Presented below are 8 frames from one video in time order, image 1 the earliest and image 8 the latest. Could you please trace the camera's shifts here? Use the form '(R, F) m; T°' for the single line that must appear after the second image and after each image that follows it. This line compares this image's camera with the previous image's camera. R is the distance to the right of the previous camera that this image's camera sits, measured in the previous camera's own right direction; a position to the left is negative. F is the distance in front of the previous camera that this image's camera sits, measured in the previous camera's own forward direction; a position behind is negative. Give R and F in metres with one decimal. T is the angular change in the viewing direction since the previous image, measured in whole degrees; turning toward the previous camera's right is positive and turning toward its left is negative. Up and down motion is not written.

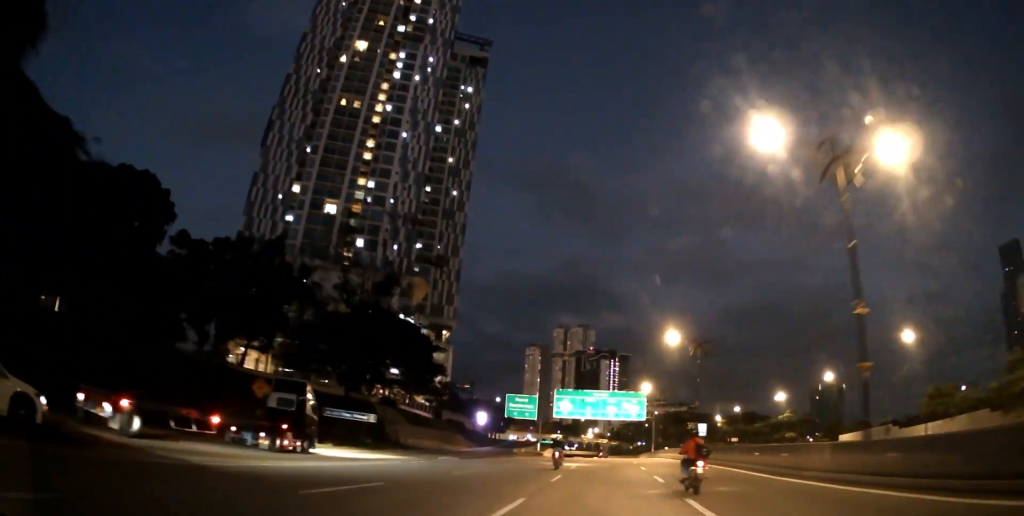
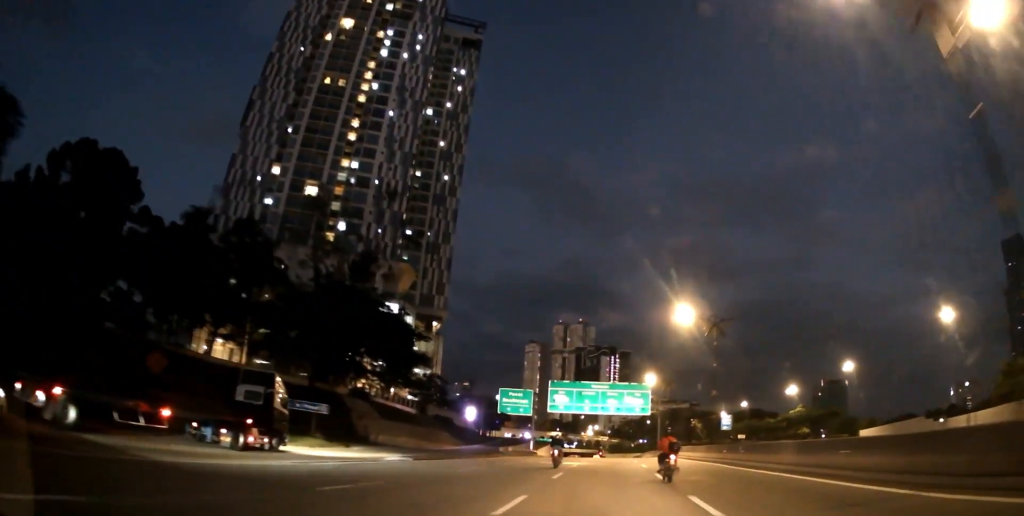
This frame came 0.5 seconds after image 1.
(0.0, +9.2) m; 0°
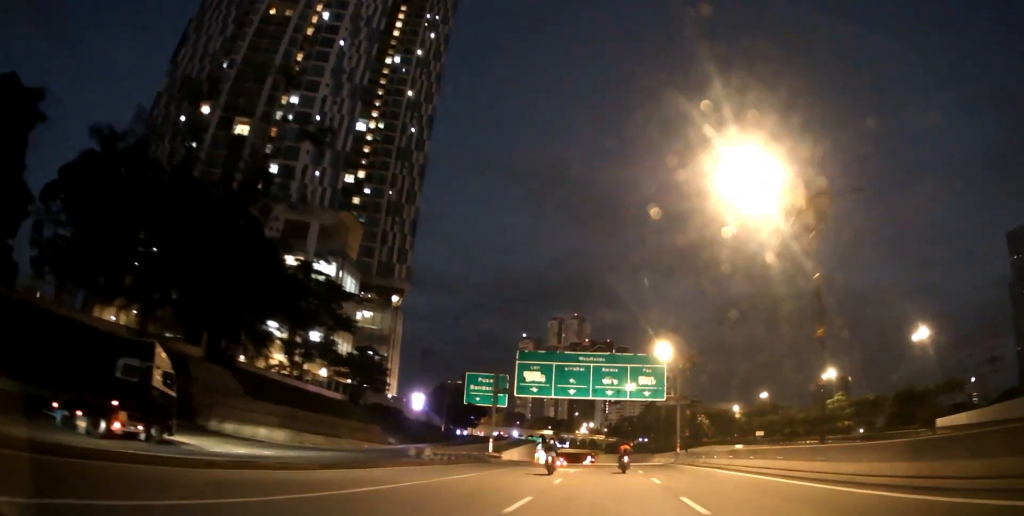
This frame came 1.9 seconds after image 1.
(+0.1, +26.5) m; 0°
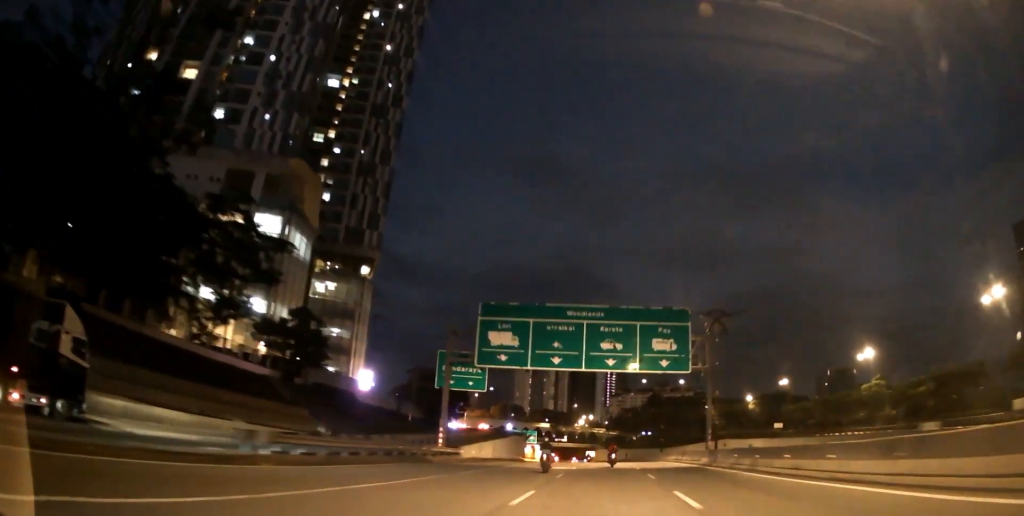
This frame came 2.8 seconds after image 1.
(0.0, +16.5) m; 0°
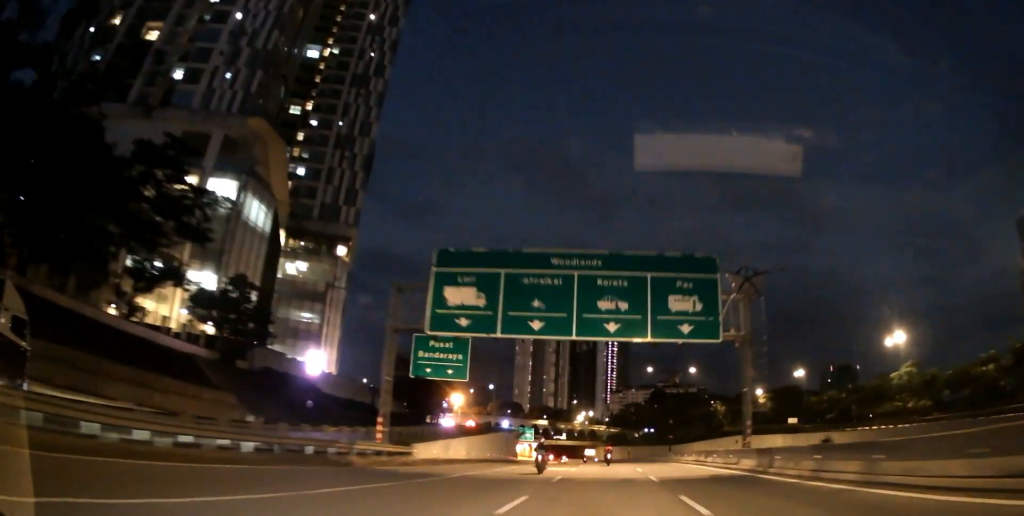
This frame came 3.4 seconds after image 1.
(0.0, +10.6) m; 0°
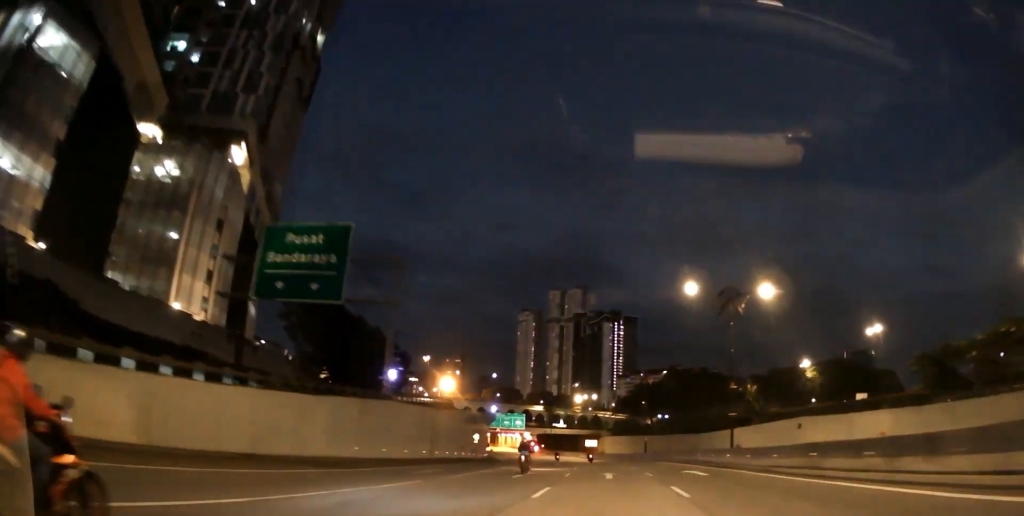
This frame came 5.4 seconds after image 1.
(-0.2, +34.9) m; -1°
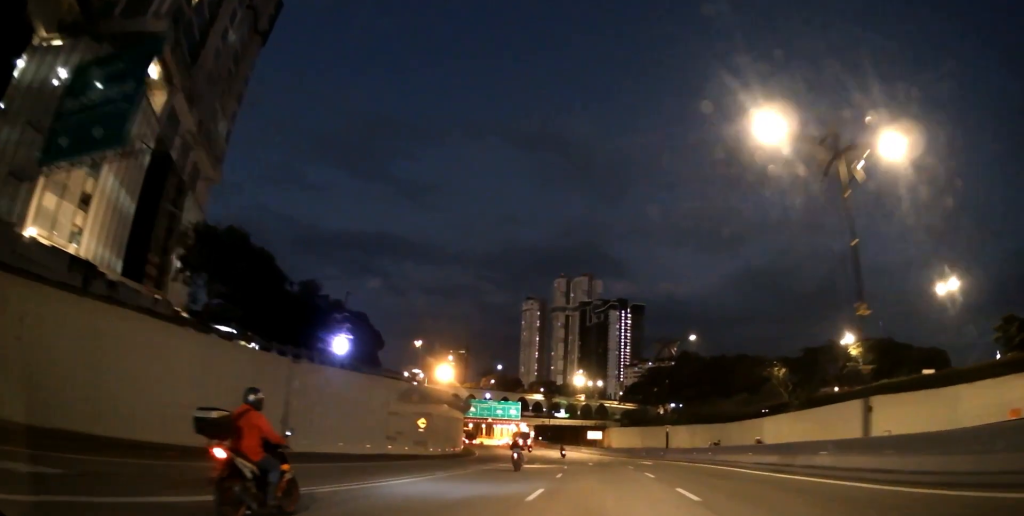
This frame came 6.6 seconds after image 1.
(-0.2, +20.6) m; -1°
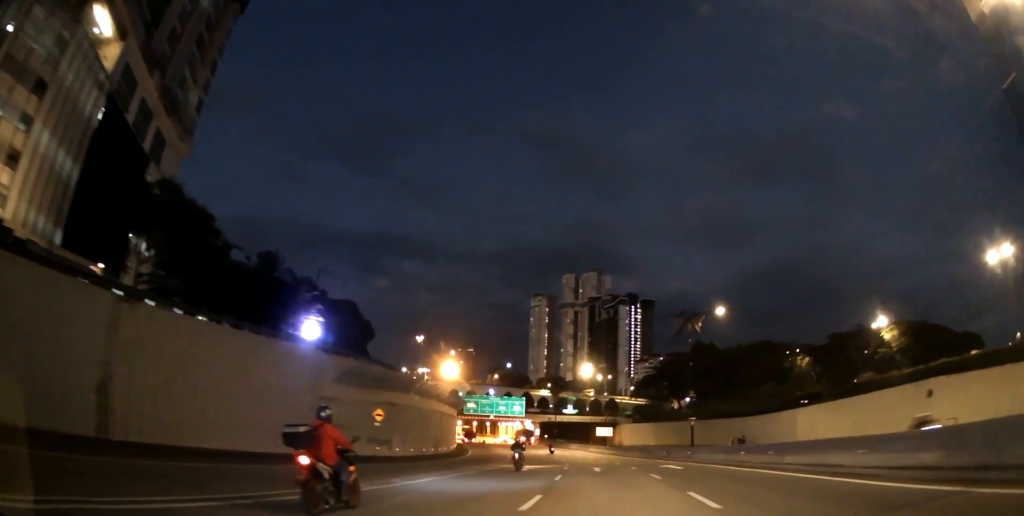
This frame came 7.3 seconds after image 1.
(0.0, +10.8) m; 0°
